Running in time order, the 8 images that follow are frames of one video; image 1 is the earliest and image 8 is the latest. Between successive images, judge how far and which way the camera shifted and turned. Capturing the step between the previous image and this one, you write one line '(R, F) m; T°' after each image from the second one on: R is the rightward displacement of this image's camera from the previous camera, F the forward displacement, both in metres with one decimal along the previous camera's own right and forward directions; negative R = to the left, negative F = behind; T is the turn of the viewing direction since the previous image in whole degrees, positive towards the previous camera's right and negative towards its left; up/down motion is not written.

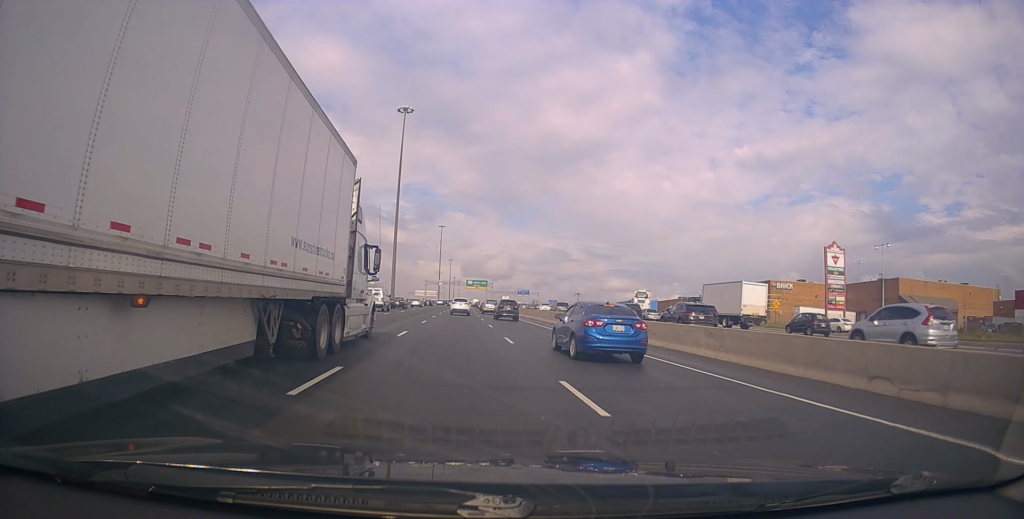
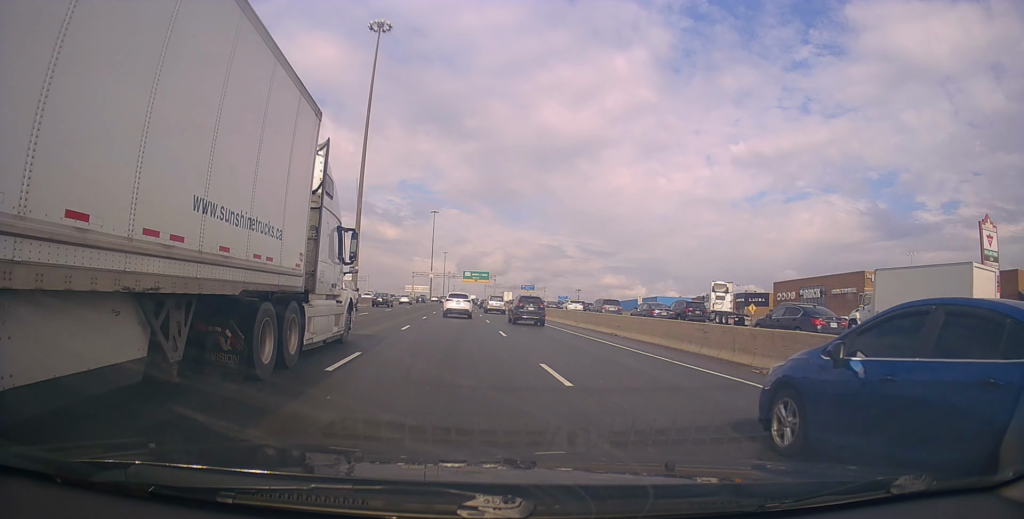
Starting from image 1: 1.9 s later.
(-0.1, +32.0) m; 0°
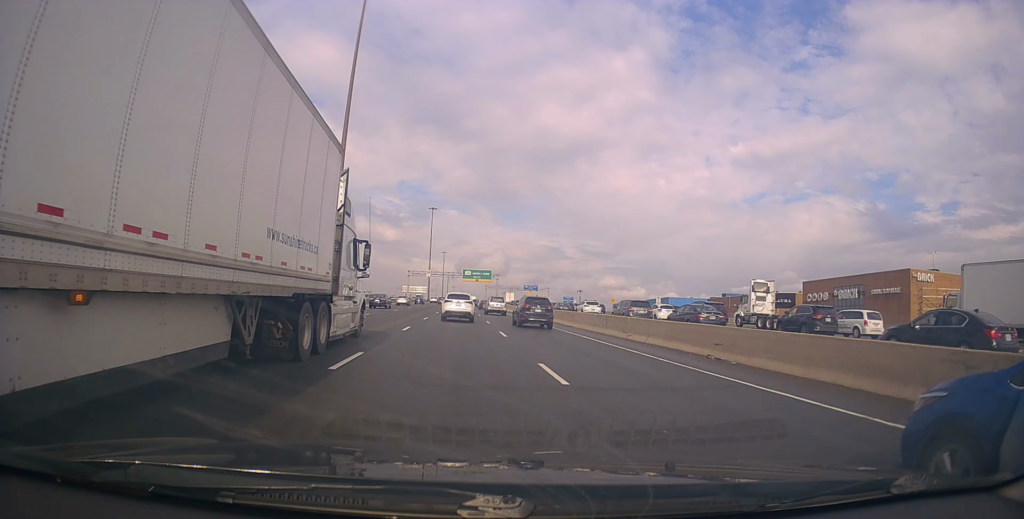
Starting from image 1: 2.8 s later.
(-0.2, +11.4) m; +2°
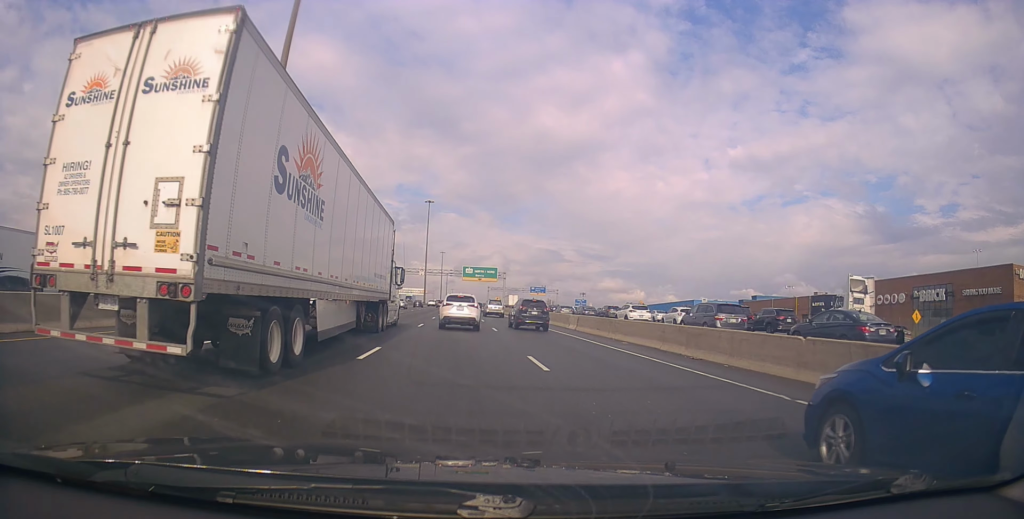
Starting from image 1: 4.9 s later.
(+0.1, +19.3) m; 0°
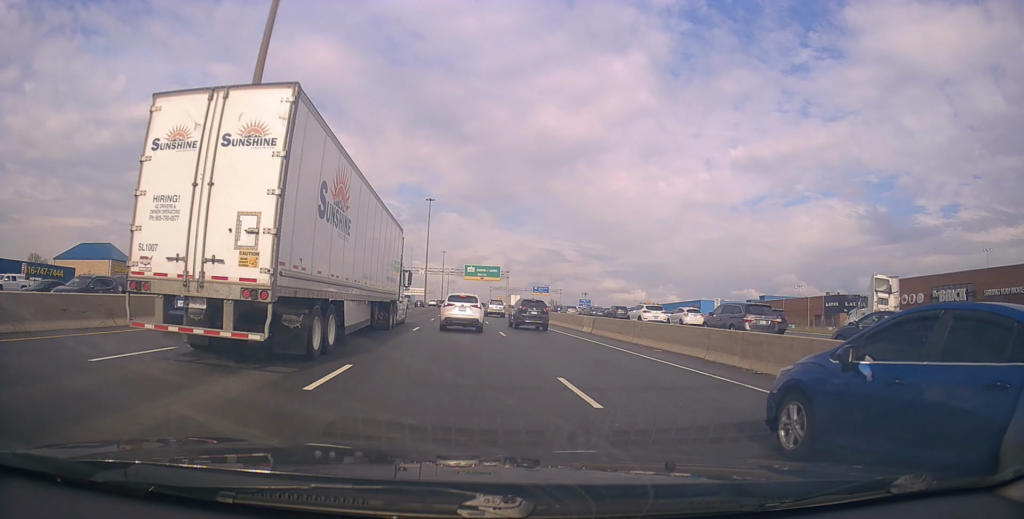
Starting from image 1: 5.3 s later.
(+0.1, +3.6) m; +3°
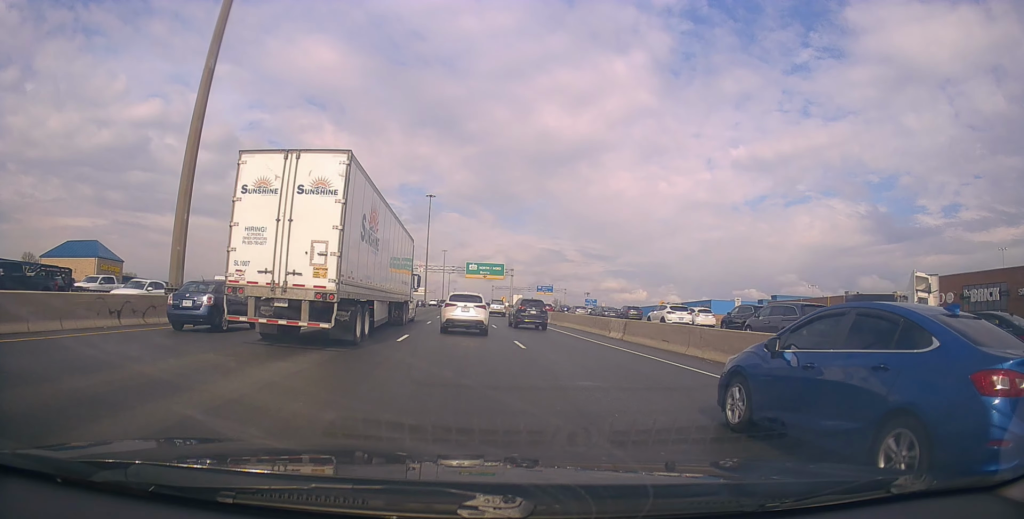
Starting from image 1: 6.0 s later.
(+0.2, +5.6) m; 0°
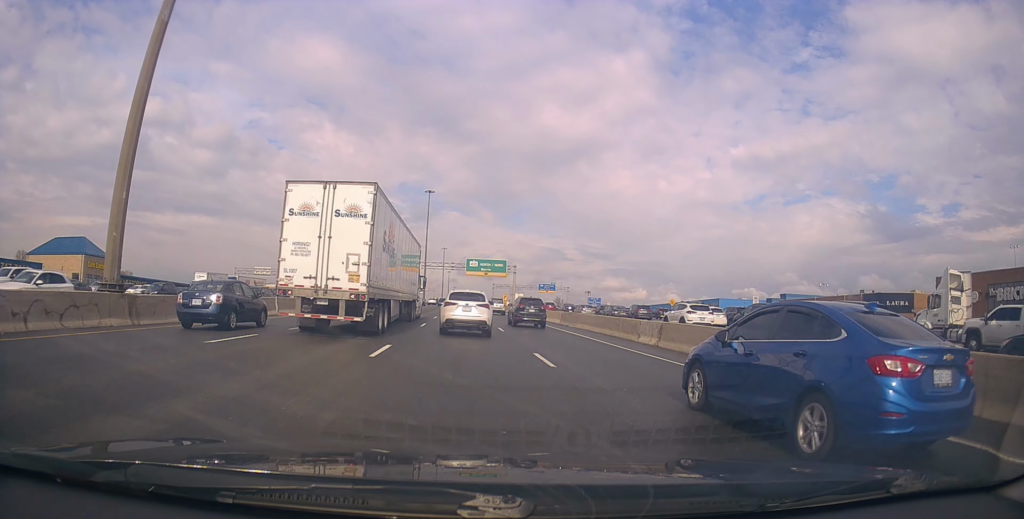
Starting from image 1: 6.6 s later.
(+0.4, +4.5) m; -4°
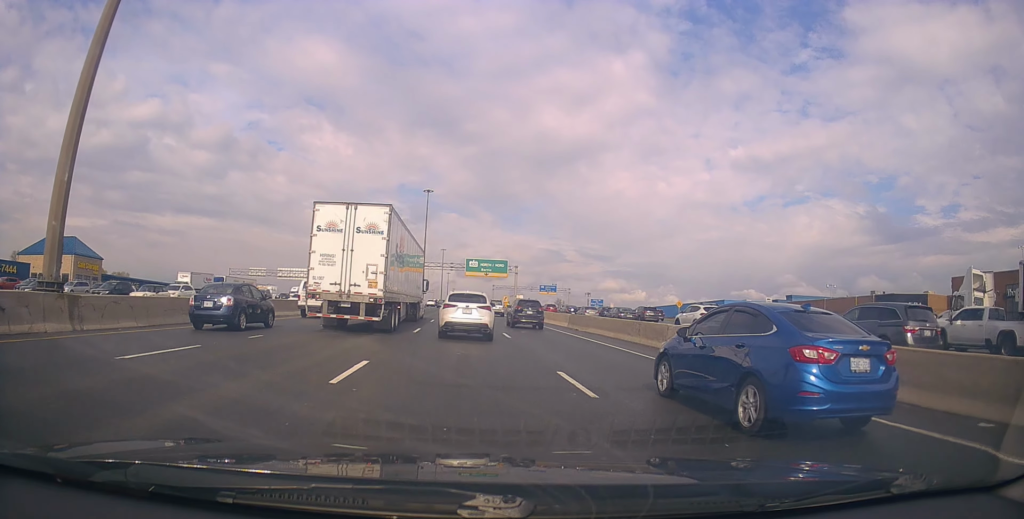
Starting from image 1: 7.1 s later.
(-0.4, +3.4) m; -2°
